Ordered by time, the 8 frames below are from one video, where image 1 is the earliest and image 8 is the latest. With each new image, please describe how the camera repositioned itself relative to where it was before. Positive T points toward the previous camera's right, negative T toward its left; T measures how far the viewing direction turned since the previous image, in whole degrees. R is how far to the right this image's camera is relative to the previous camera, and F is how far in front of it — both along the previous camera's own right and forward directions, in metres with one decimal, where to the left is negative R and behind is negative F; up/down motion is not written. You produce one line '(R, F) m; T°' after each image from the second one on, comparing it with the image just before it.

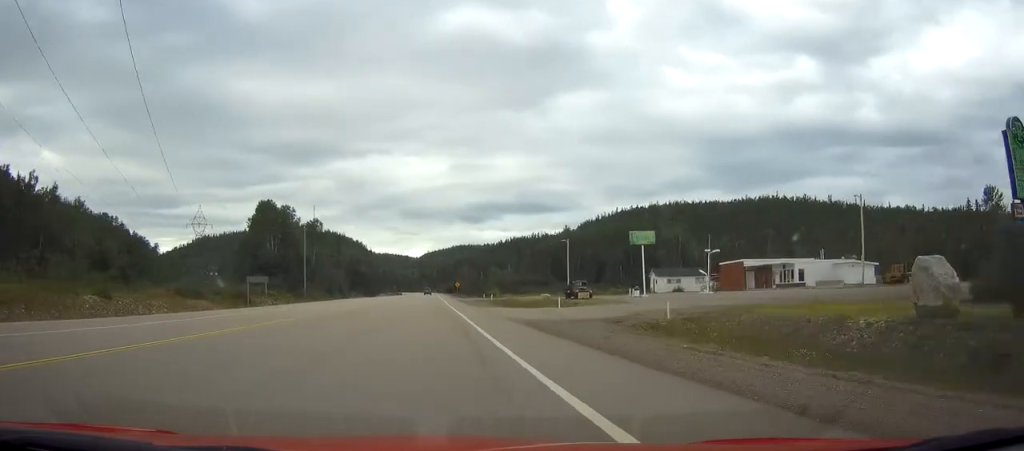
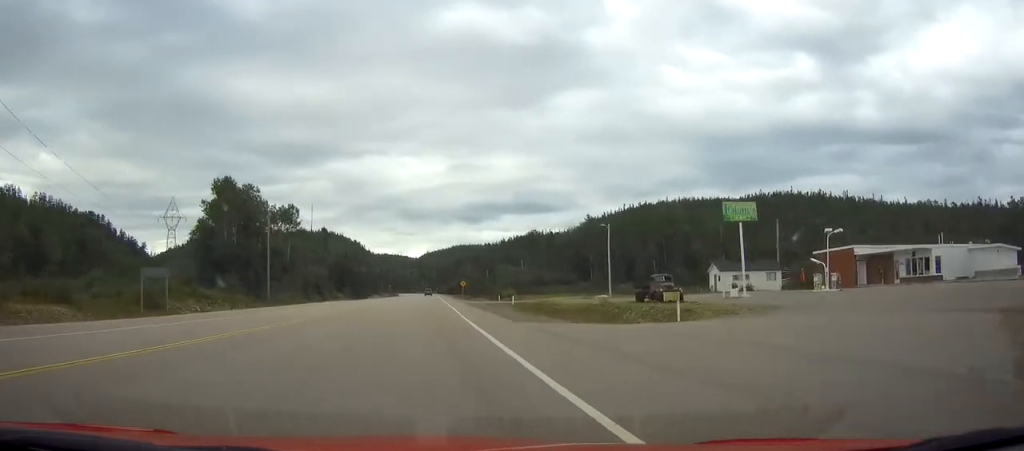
(0.0, +25.4) m; 0°
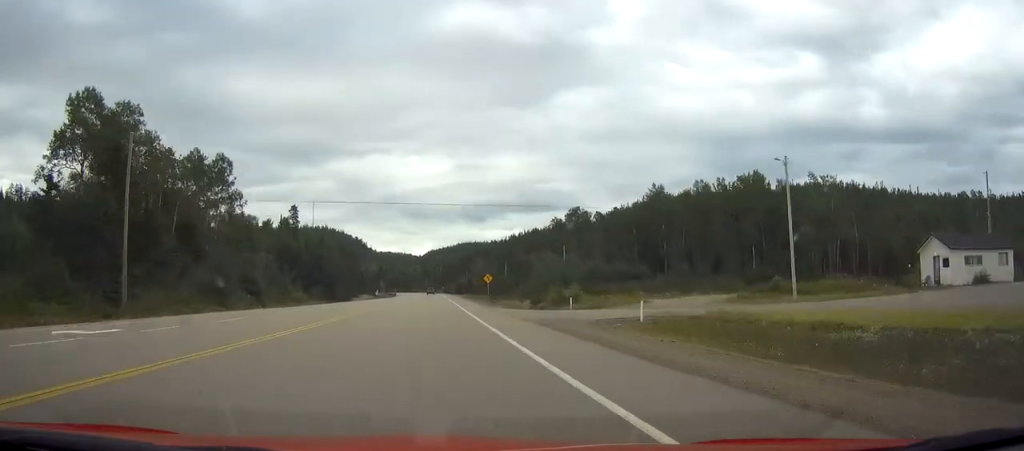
(0.0, +43.5) m; 0°
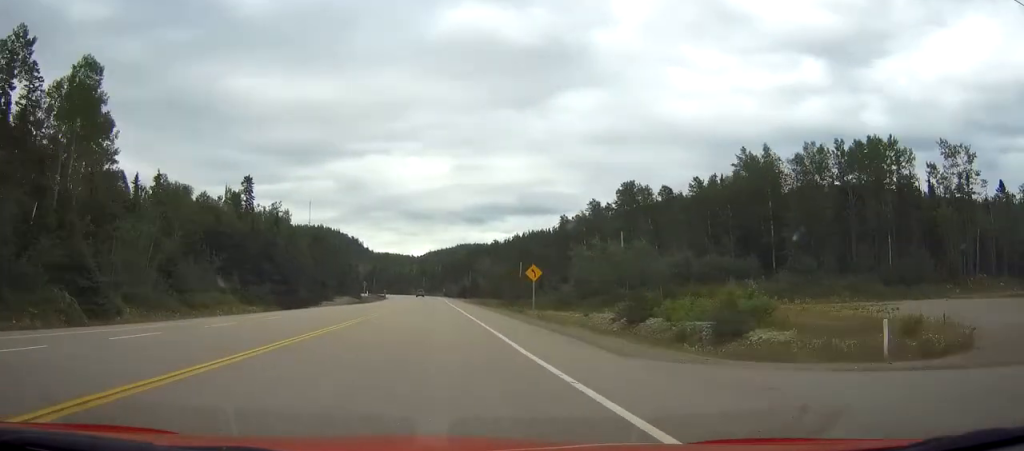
(+0.1, +33.9) m; +1°
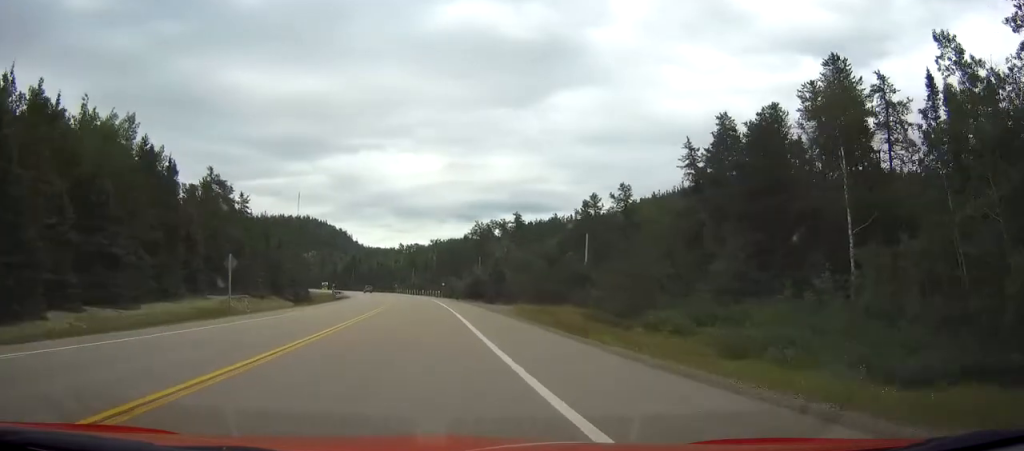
(-0.1, +70.0) m; -1°
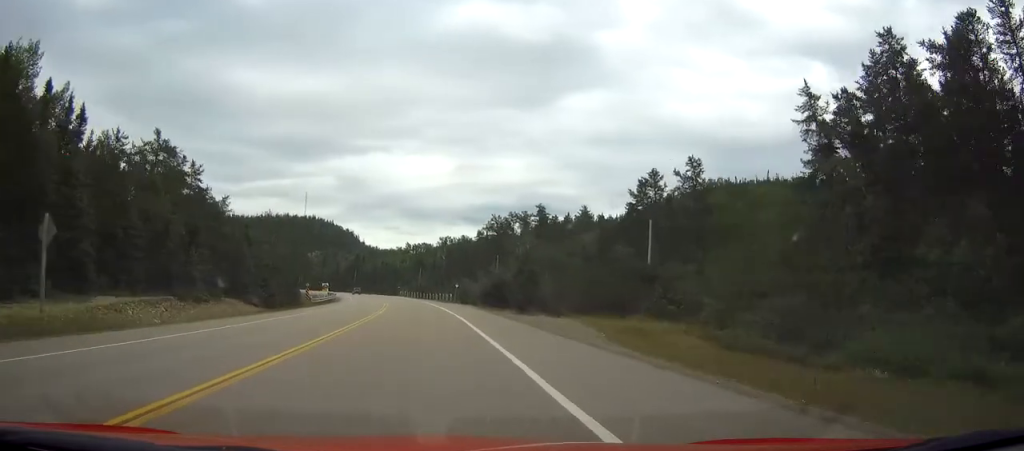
(-0.1, +21.2) m; -1°
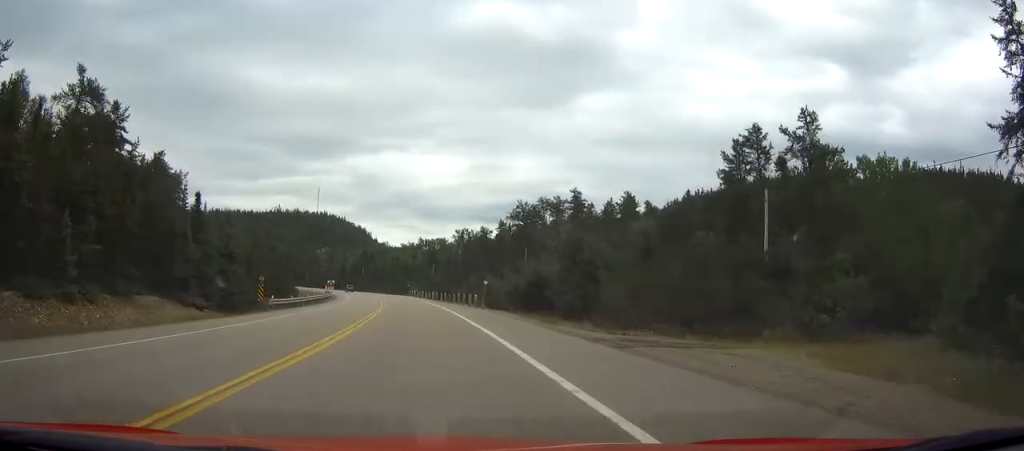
(-0.1, +20.2) m; -1°
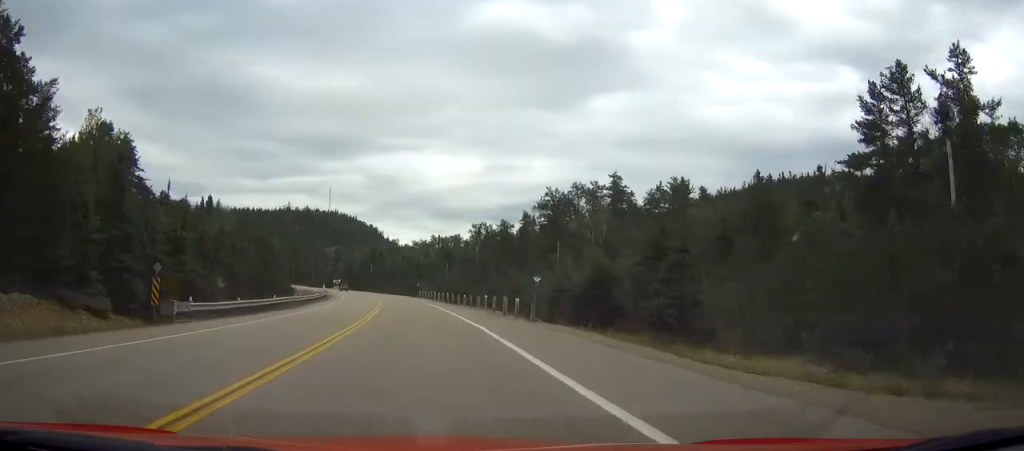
(-0.2, +17.0) m; -1°
